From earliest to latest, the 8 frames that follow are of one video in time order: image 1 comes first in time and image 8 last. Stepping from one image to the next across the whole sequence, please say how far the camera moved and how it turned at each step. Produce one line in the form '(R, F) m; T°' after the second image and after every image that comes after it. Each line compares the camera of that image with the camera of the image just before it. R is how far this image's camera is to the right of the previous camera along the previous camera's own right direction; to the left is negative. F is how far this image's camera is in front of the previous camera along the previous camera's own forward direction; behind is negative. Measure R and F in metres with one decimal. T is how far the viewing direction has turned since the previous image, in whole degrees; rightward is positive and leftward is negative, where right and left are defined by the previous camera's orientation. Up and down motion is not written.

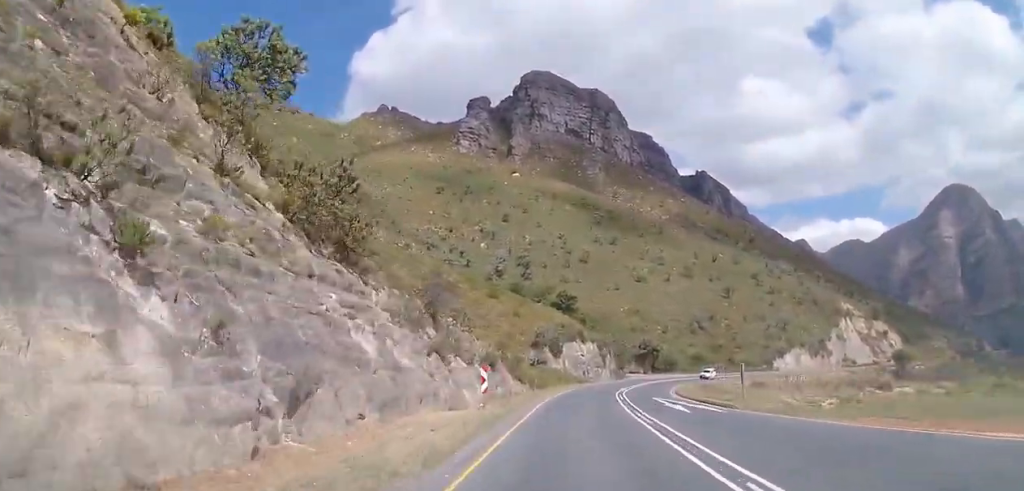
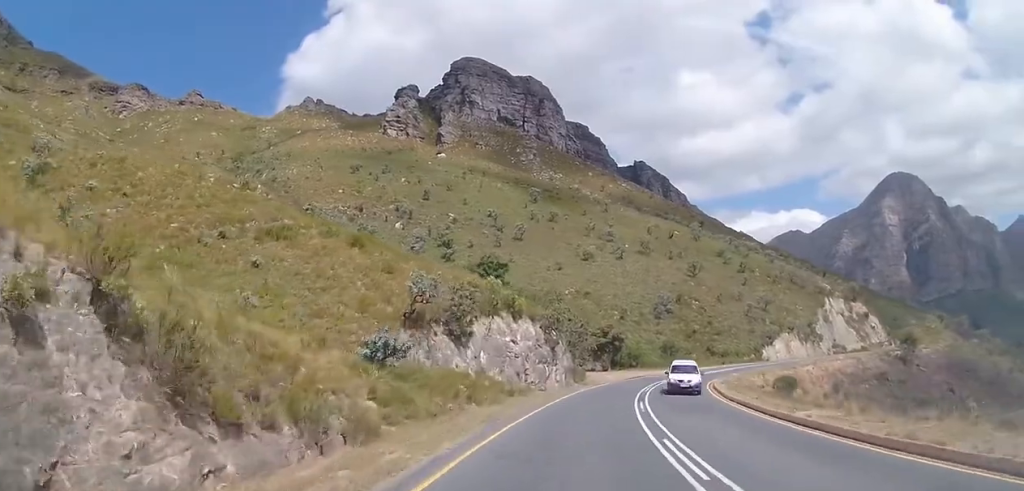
(+0.7, +32.4) m; +5°
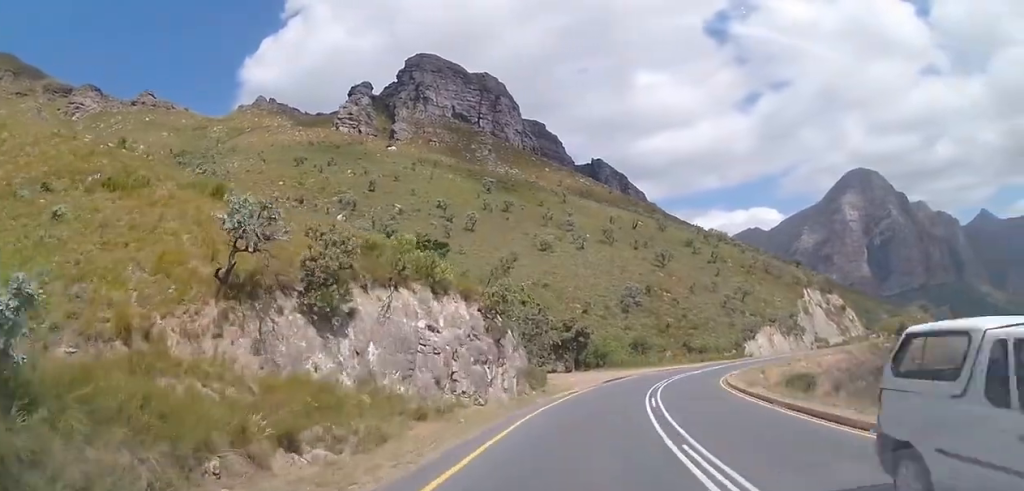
(+0.8, +13.7) m; +5°
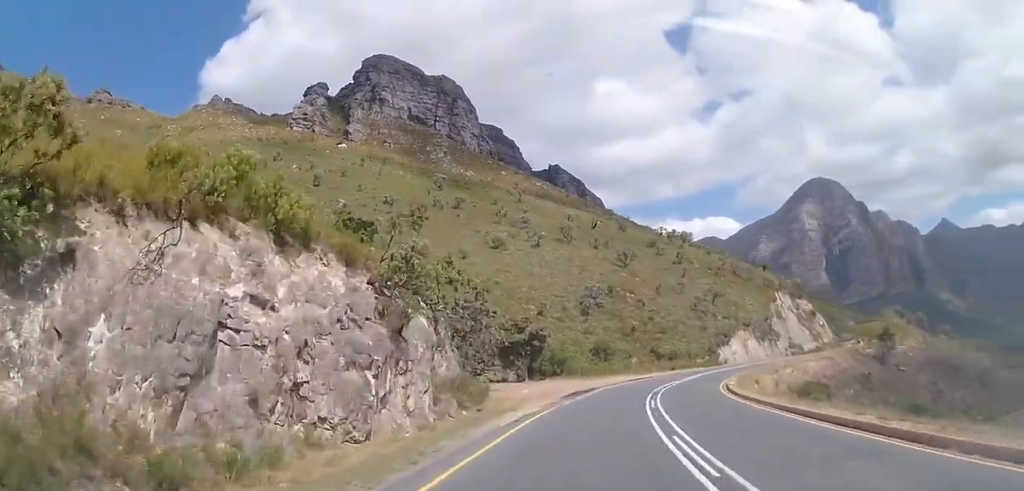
(+0.3, +10.9) m; +5°
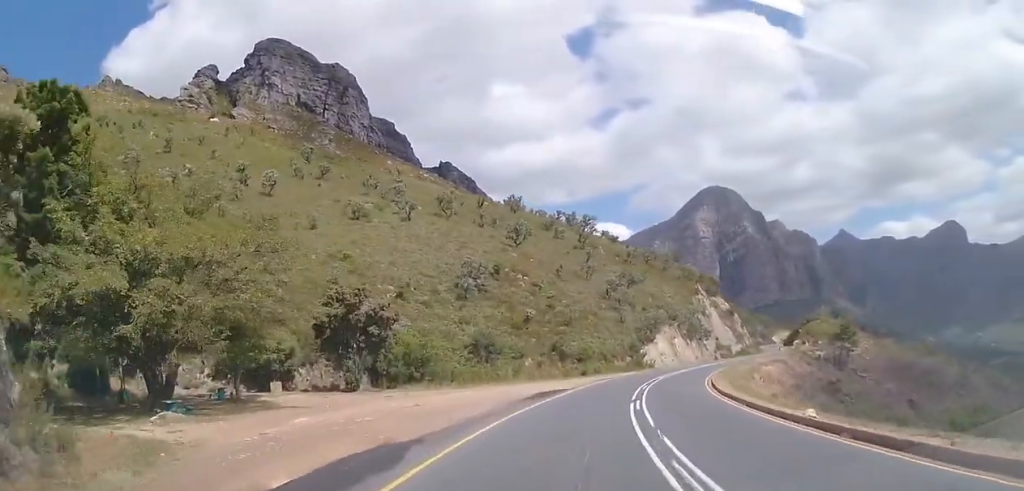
(+2.5, +24.5) m; +11°
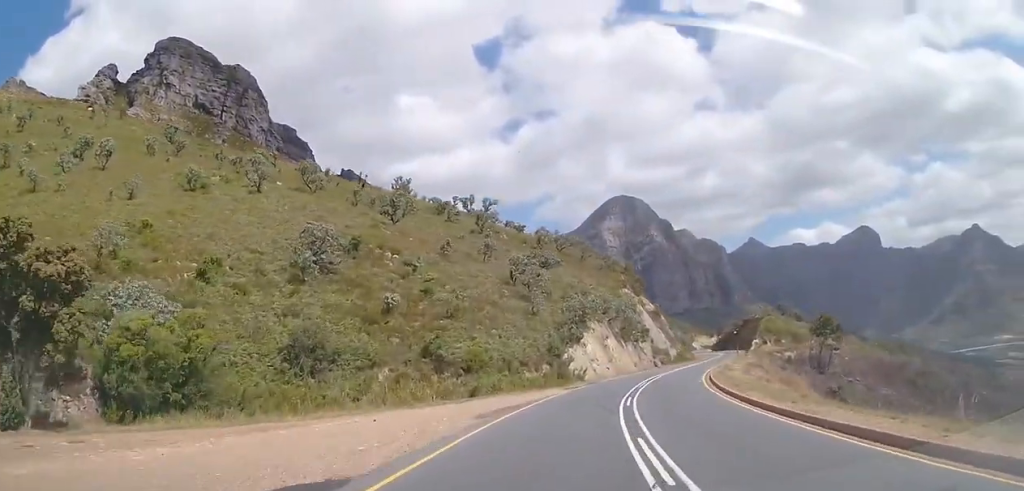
(+2.1, +23.3) m; +9°
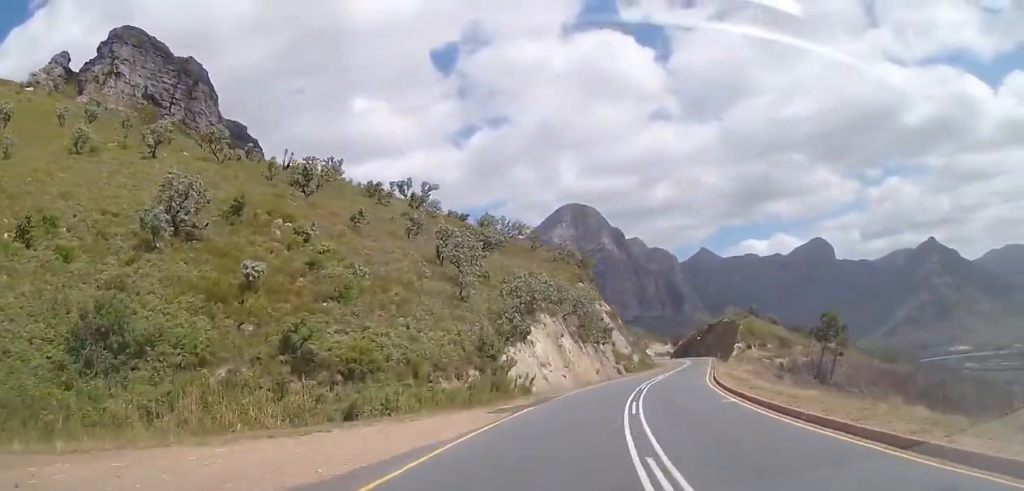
(+0.5, +14.0) m; +5°
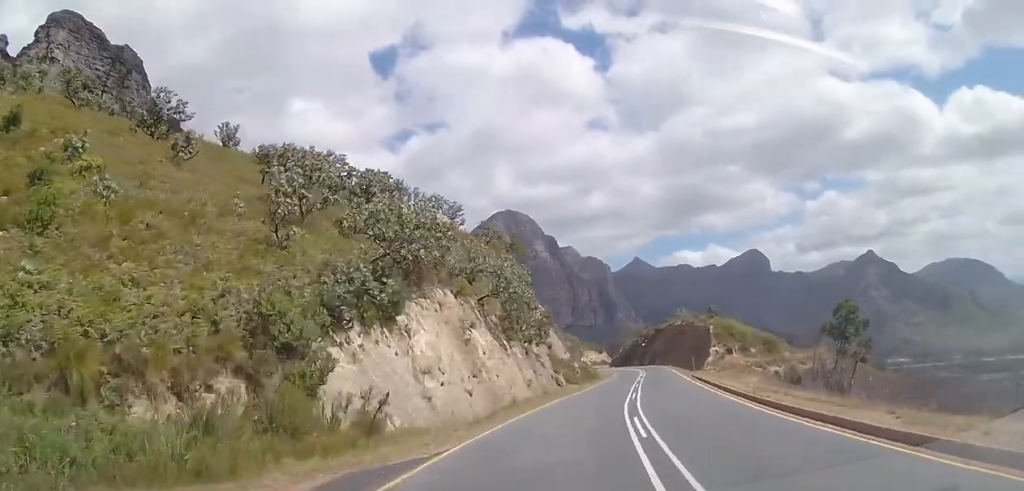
(+0.9, +17.0) m; +6°
